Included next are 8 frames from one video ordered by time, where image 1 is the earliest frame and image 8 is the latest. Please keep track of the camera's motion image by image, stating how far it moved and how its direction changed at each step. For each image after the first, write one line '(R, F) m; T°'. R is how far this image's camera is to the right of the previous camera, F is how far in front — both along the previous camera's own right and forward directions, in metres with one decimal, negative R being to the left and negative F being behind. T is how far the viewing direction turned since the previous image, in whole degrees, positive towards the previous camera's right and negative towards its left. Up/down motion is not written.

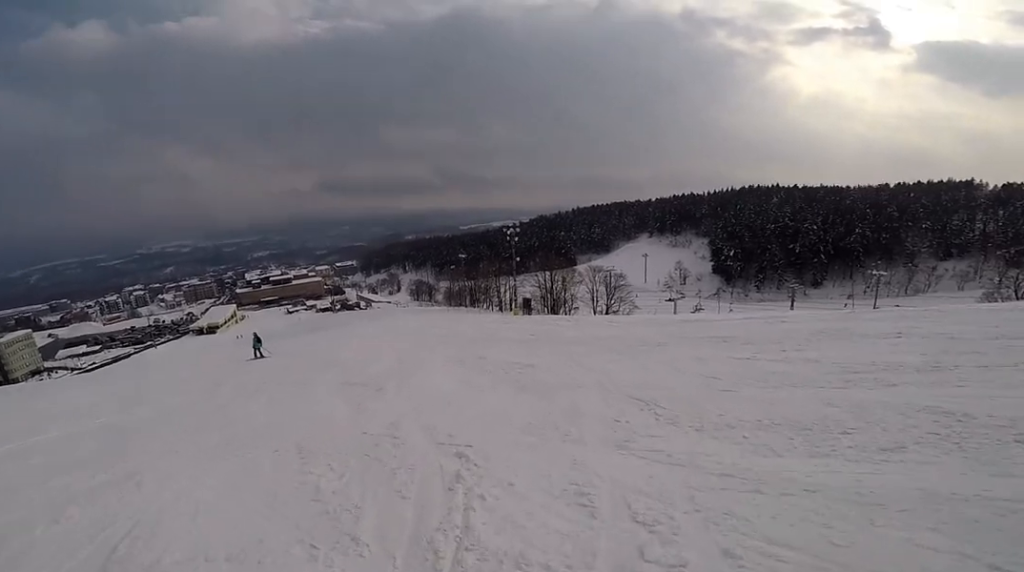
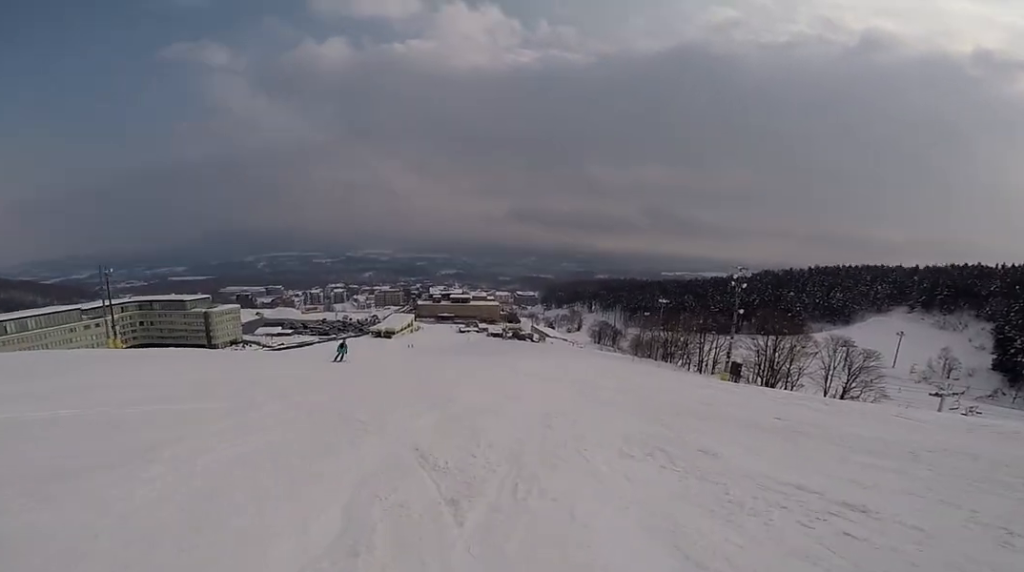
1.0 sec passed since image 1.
(-0.4, +6.2) m; -7°
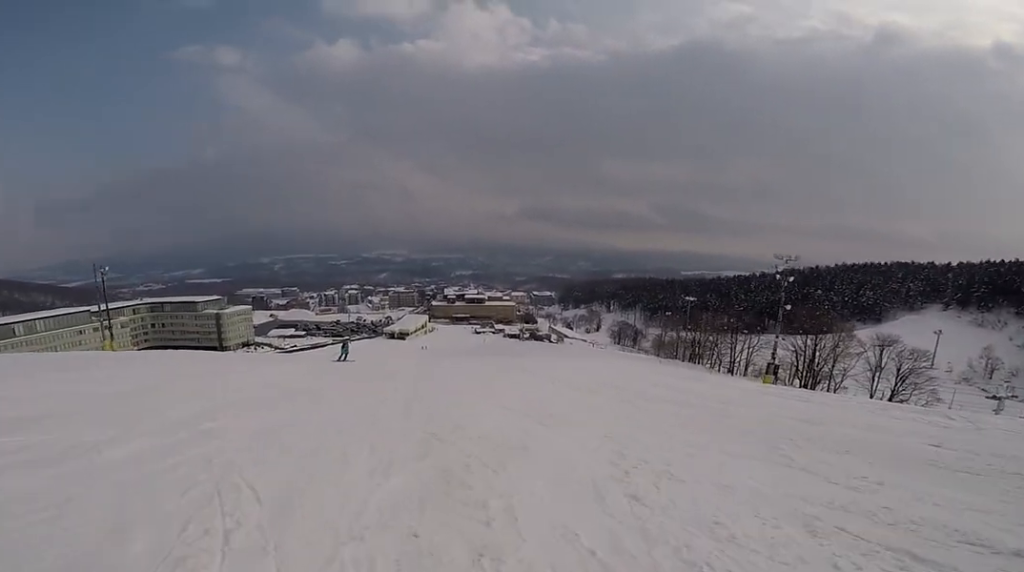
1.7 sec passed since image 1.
(-0.2, +4.4) m; -9°
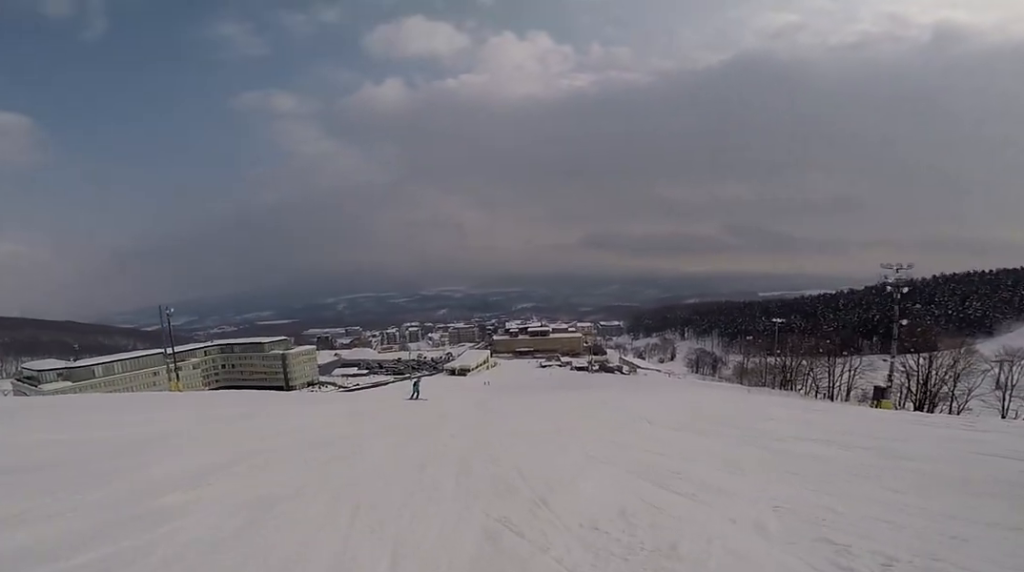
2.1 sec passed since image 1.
(+0.1, +2.6) m; -7°
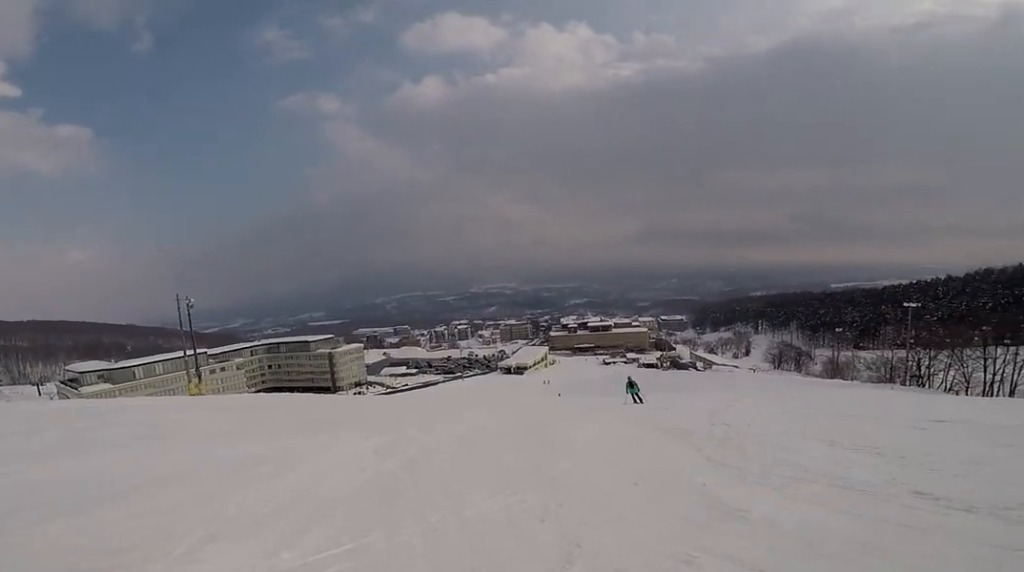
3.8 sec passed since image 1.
(-2.5, +11.4) m; -7°
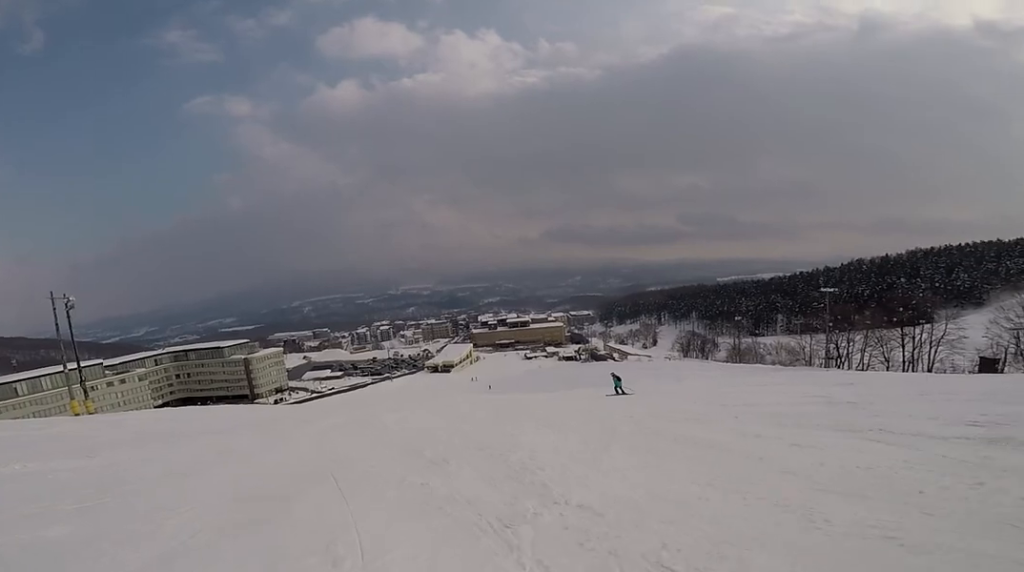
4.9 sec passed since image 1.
(+1.0, +7.0) m; +23°
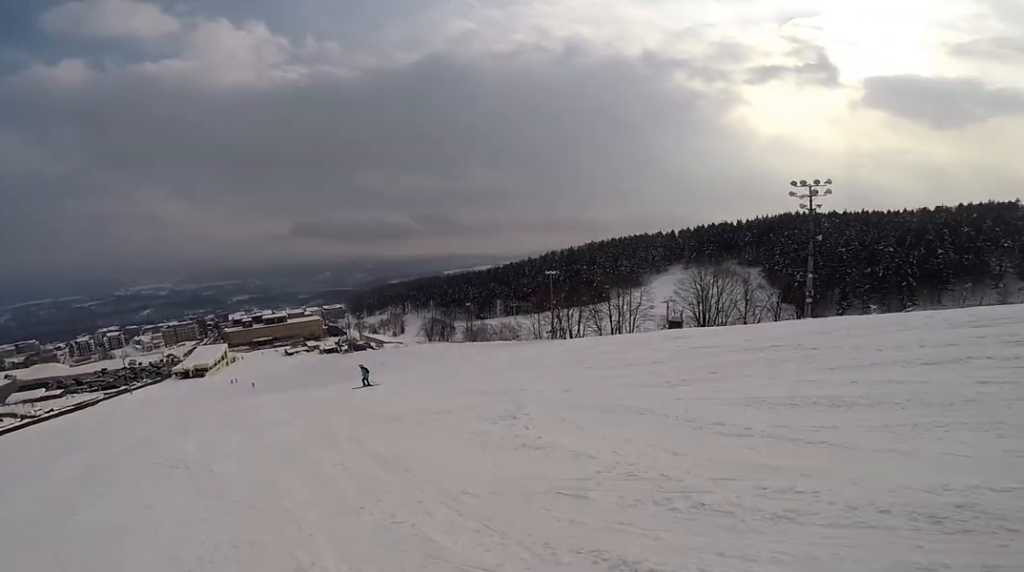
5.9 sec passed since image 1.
(+1.3, +5.5) m; +22°
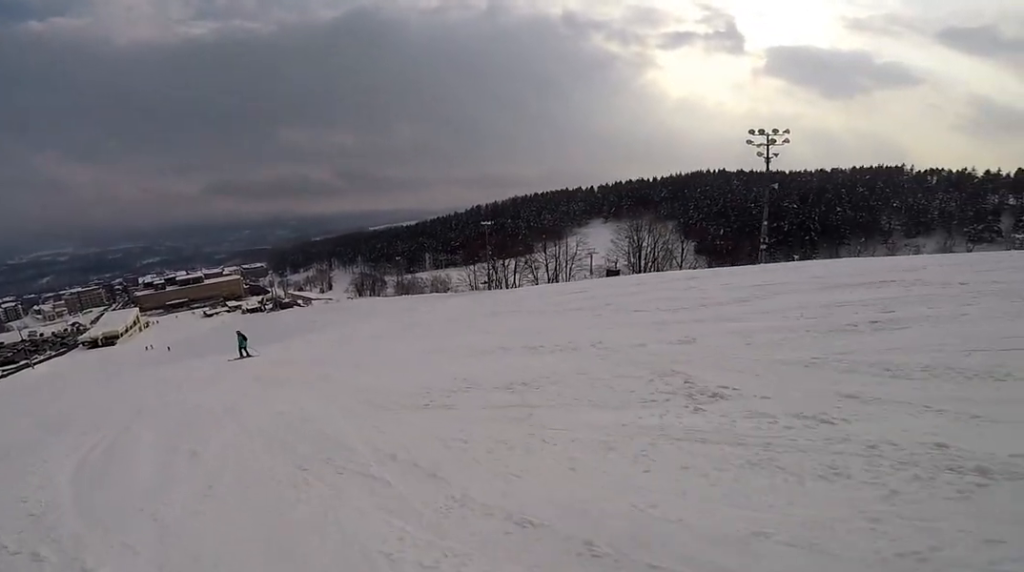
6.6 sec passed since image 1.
(+0.6, +4.1) m; +8°
